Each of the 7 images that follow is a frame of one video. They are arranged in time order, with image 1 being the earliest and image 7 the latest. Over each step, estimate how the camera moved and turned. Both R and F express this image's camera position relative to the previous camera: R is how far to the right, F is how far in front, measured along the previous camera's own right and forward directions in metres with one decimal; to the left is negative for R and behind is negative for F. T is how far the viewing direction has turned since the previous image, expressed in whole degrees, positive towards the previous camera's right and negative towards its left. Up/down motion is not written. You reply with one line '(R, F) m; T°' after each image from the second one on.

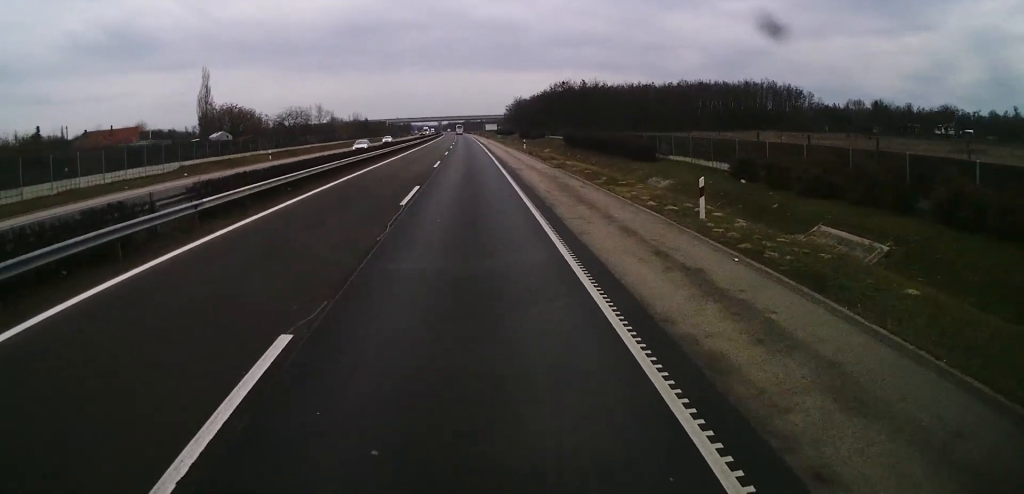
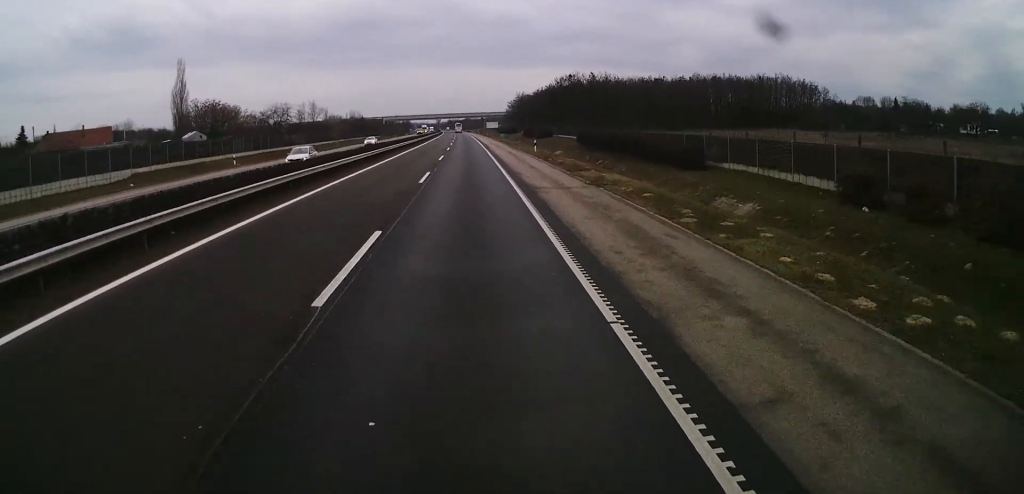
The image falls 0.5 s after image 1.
(0.0, +10.8) m; 0°
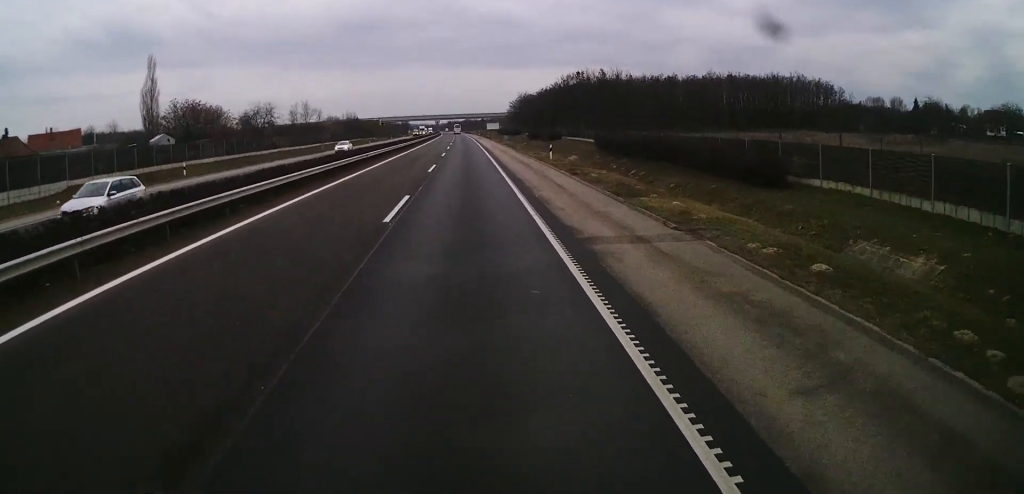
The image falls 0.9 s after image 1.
(+0.2, +10.8) m; 0°
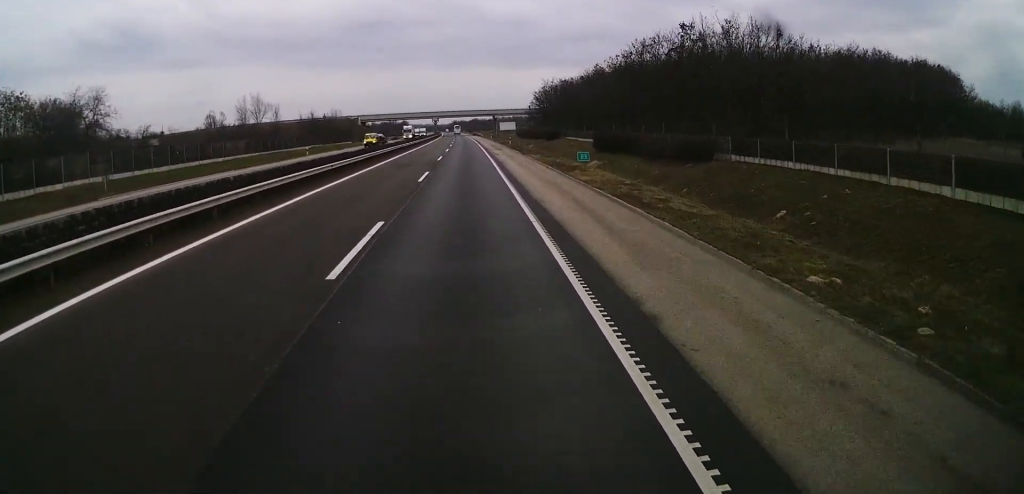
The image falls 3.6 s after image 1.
(-0.8, +61.0) m; -1°
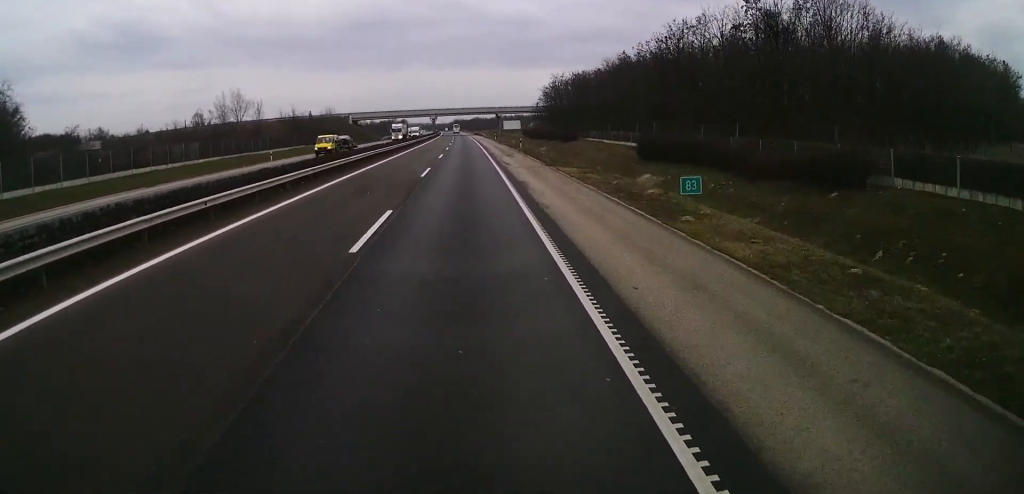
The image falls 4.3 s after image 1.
(-0.1, +16.1) m; 0°
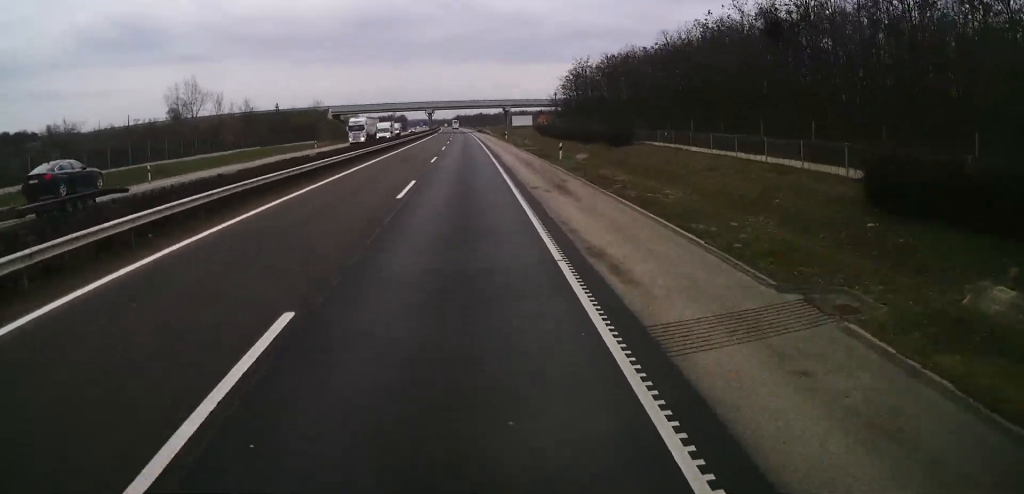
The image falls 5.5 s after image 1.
(+0.2, +28.4) m; +1°
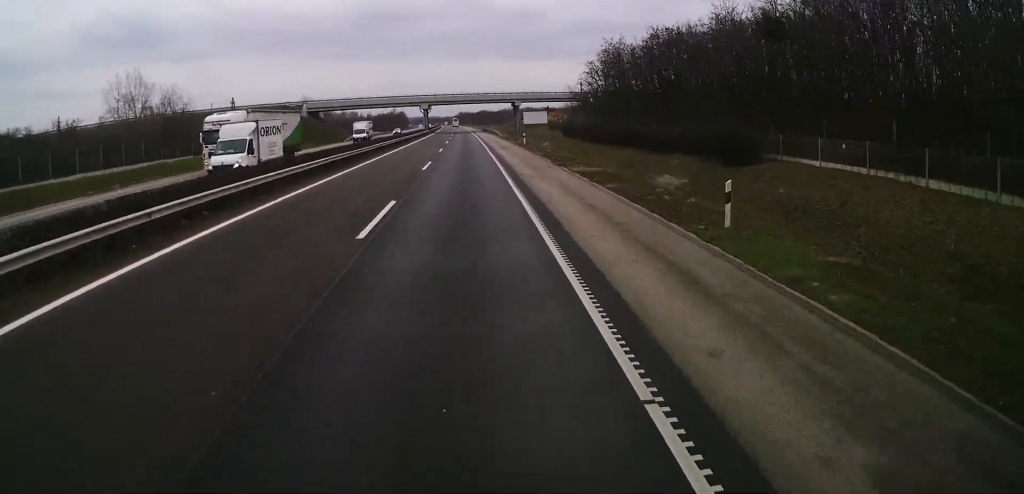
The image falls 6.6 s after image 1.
(+0.1, +25.3) m; -1°
